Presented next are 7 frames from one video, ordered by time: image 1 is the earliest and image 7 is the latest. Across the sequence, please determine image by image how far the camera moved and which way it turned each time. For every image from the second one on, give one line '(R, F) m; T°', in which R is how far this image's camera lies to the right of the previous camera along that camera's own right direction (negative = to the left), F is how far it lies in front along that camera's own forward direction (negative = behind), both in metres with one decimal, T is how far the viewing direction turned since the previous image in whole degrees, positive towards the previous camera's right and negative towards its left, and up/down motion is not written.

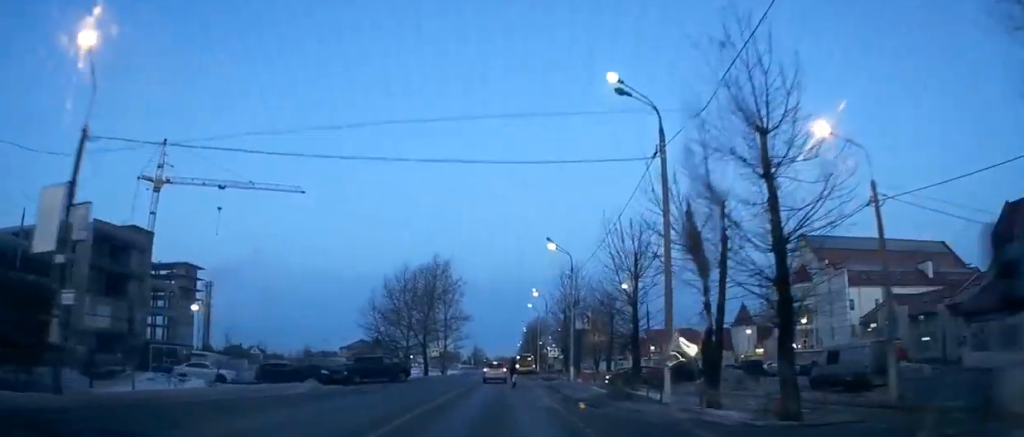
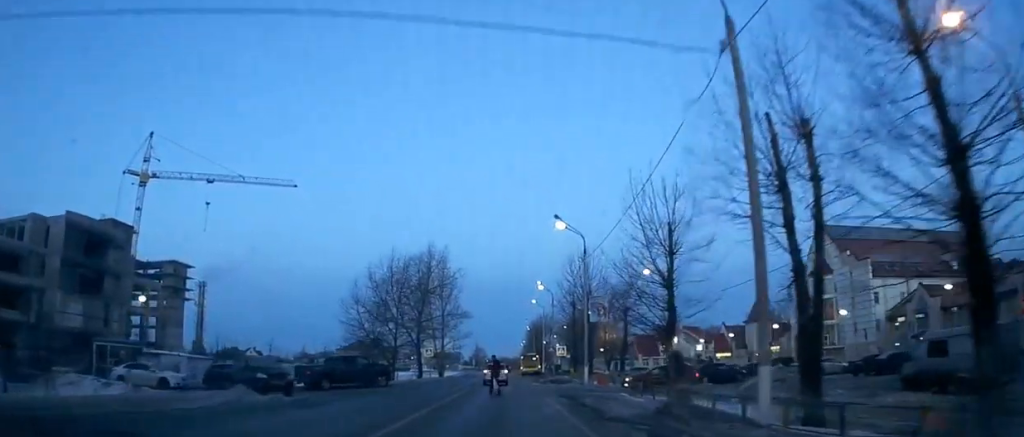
(+0.1, +8.0) m; +1°
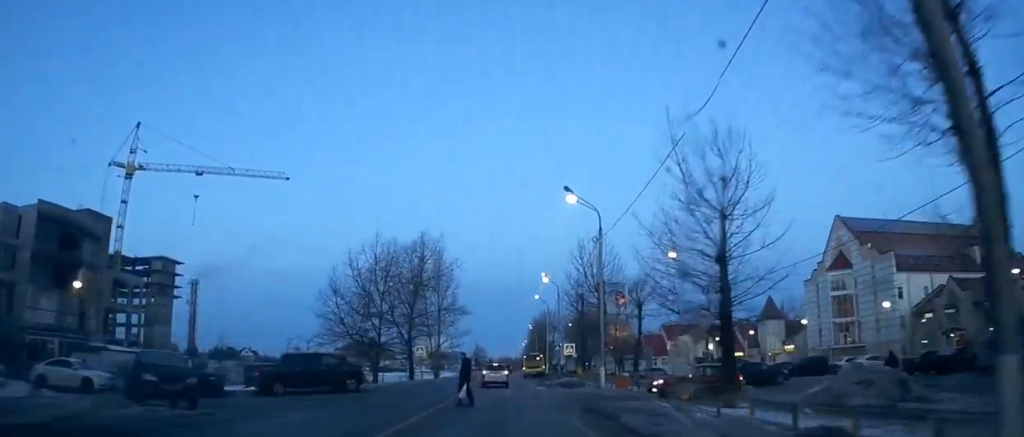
(+0.1, +7.2) m; +1°
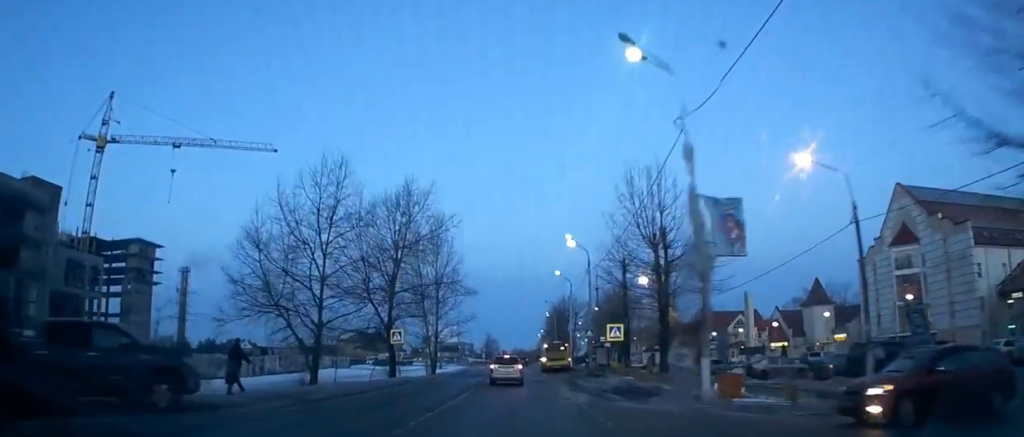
(+0.1, +14.8) m; 0°
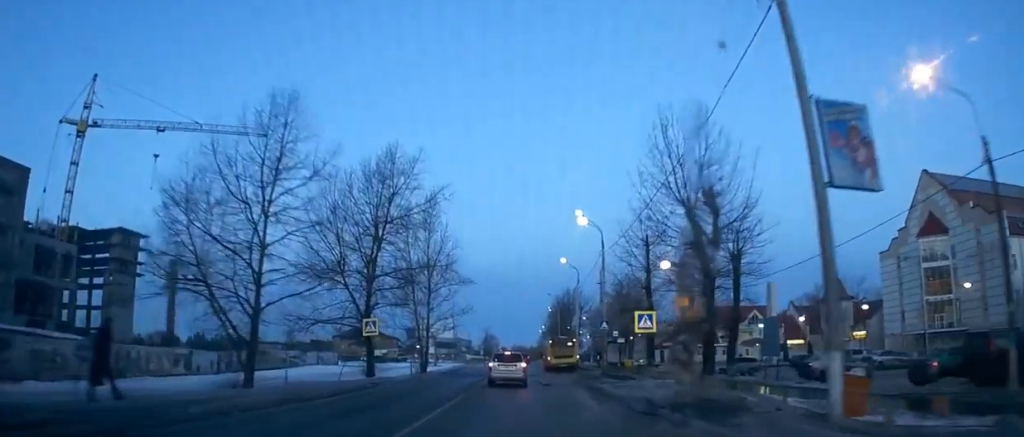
(0.0, +5.9) m; +3°
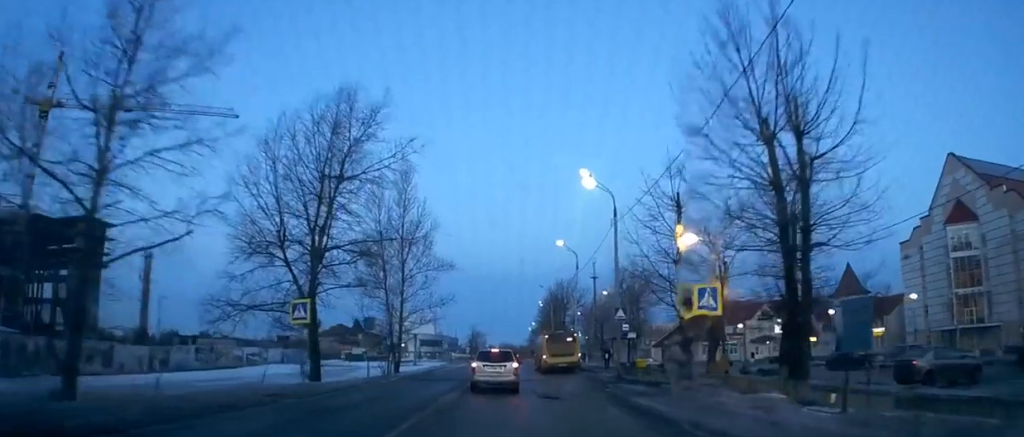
(-0.1, +7.7) m; +5°
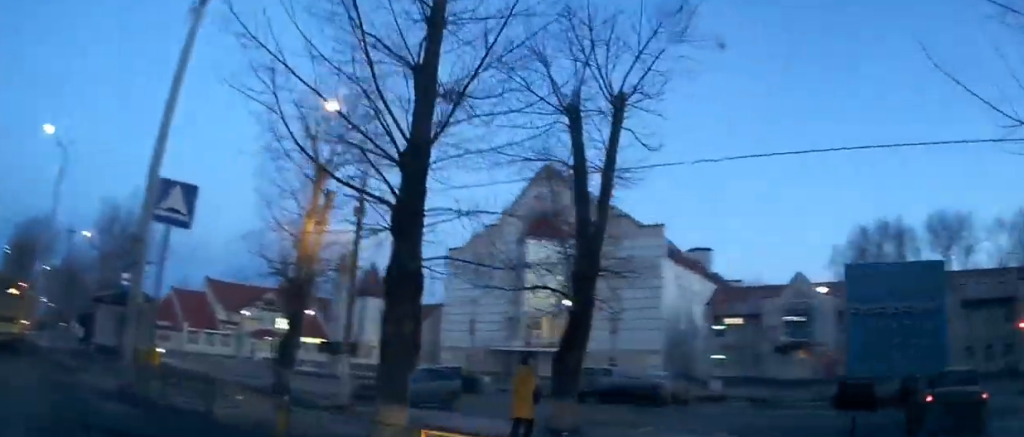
(+0.5, +12.3) m; +13°
